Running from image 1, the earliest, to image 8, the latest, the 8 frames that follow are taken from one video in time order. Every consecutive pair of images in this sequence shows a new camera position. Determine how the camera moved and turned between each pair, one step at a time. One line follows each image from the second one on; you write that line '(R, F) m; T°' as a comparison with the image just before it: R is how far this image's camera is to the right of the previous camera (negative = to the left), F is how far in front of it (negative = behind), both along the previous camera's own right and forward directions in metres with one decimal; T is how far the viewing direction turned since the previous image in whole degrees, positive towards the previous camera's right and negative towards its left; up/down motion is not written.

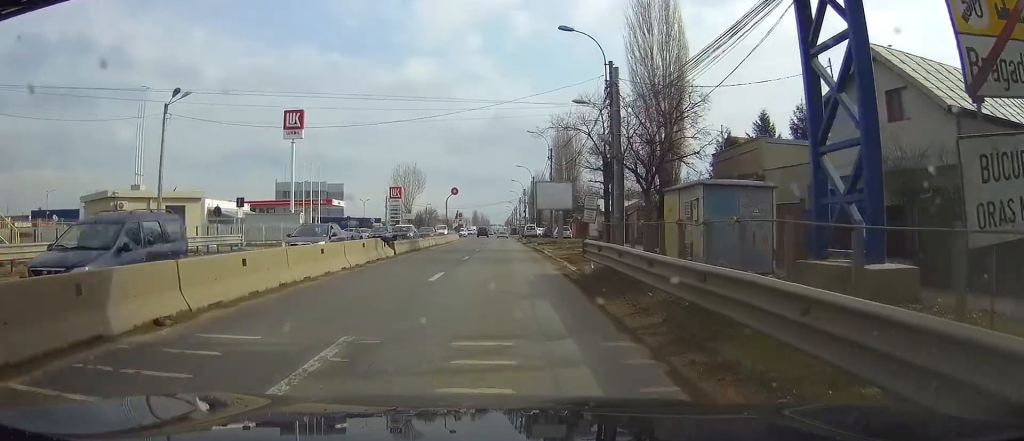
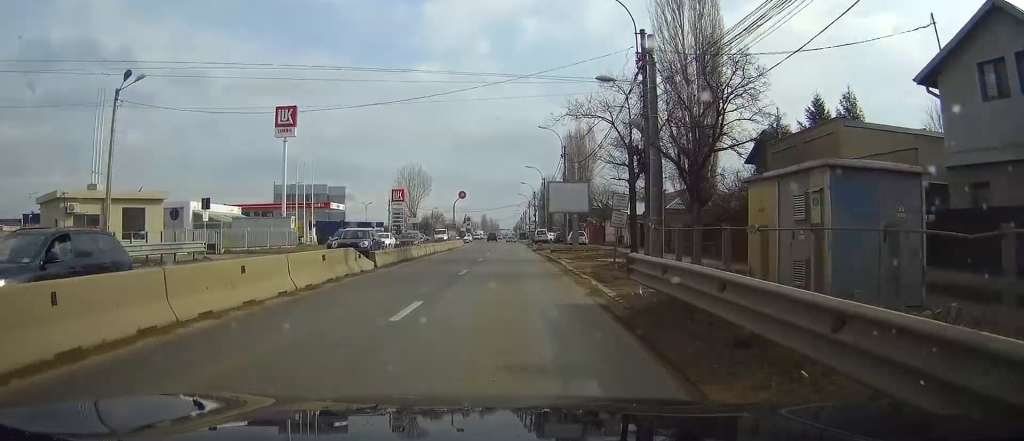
(+0.1, +7.0) m; 0°
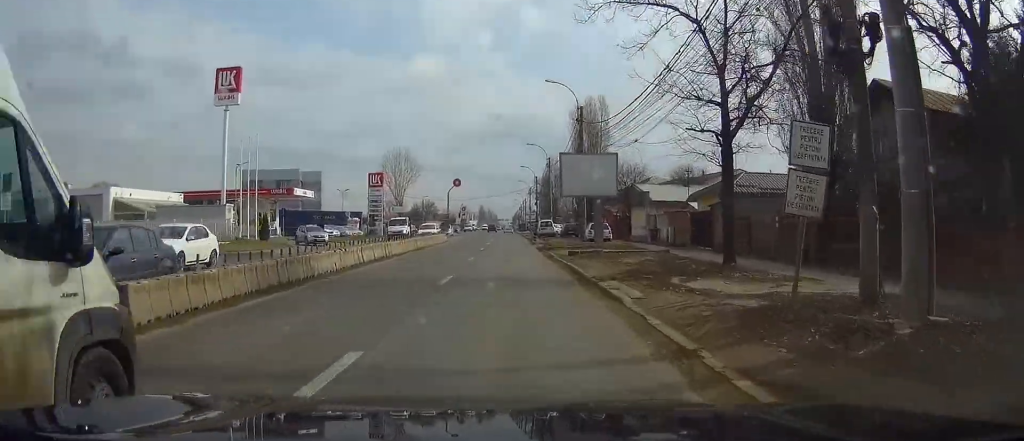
(-0.3, +18.1) m; -2°
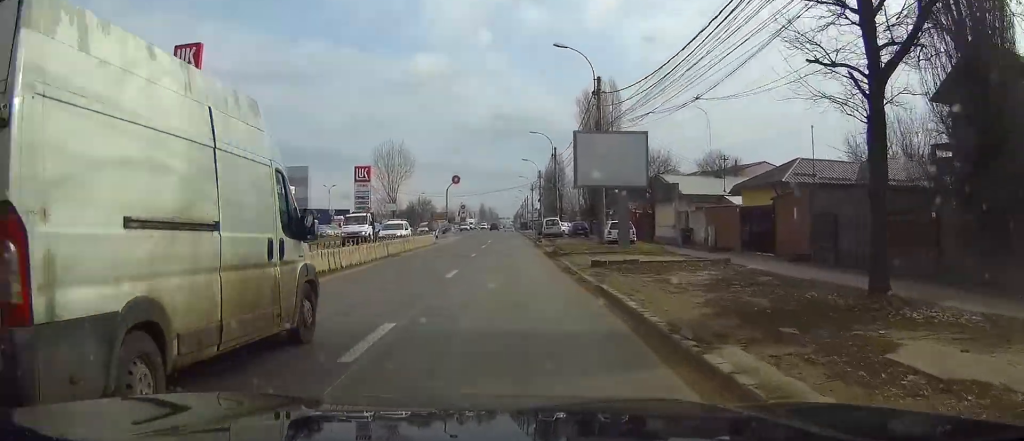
(-0.1, +9.7) m; 0°
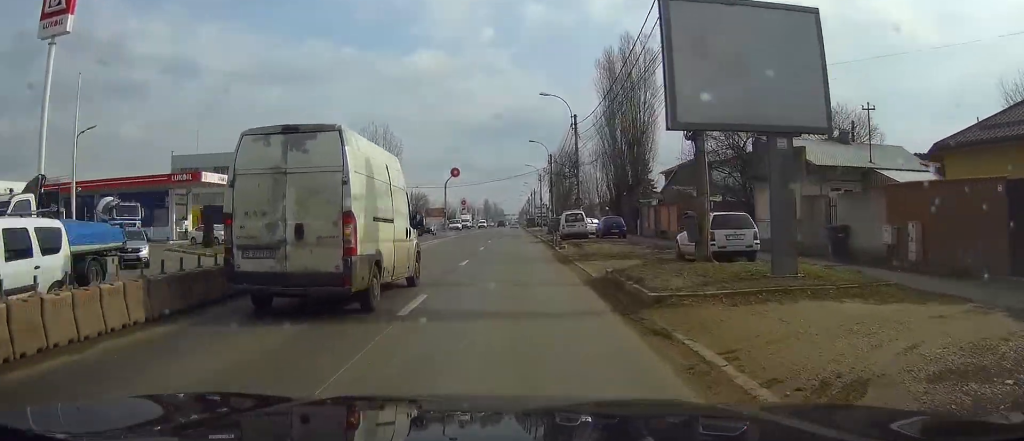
(+0.2, +19.8) m; +1°
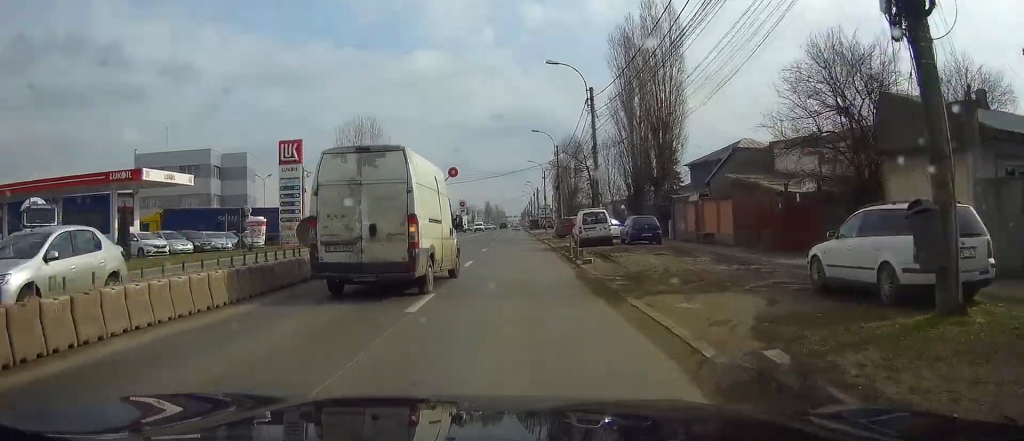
(-0.1, +11.1) m; 0°
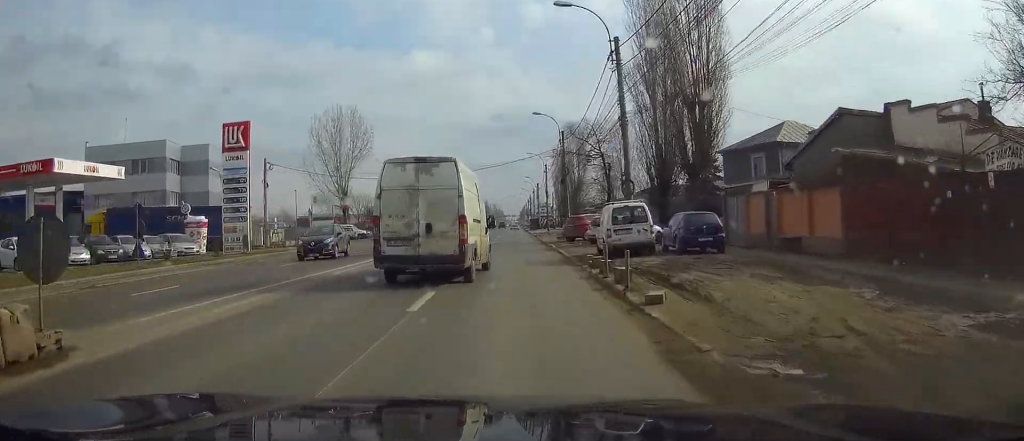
(0.0, +11.6) m; 0°
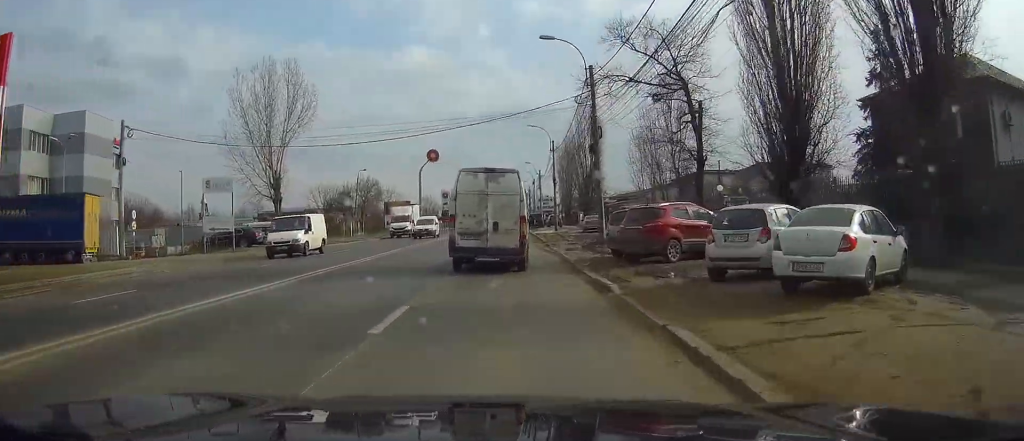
(0.0, +25.4) m; 0°
